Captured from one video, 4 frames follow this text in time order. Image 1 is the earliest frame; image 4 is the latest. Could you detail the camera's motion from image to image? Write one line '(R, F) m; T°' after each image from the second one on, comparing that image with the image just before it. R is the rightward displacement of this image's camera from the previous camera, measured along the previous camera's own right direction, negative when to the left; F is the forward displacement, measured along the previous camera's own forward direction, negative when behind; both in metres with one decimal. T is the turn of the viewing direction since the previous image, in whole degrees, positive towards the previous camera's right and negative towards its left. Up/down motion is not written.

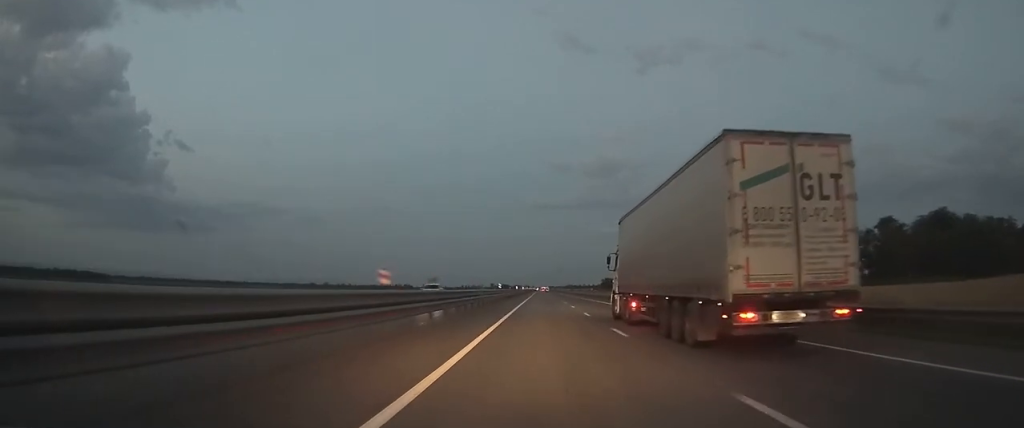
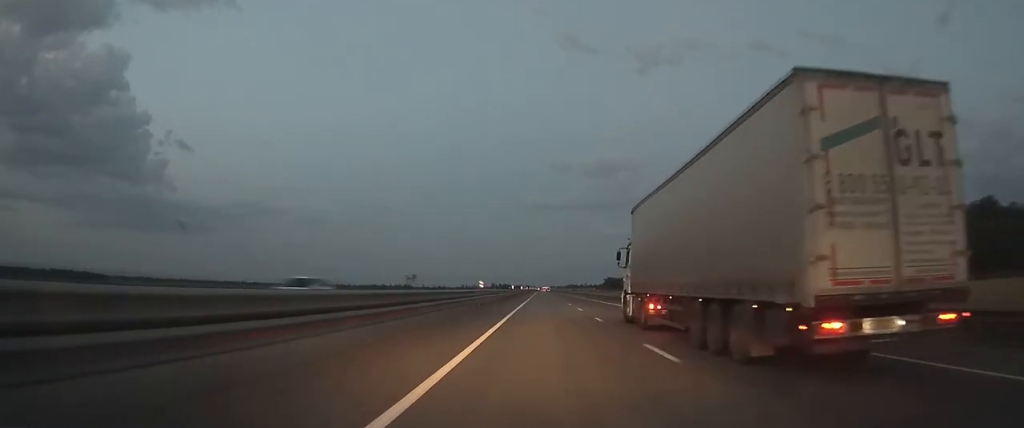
(0.0, +17.2) m; 0°
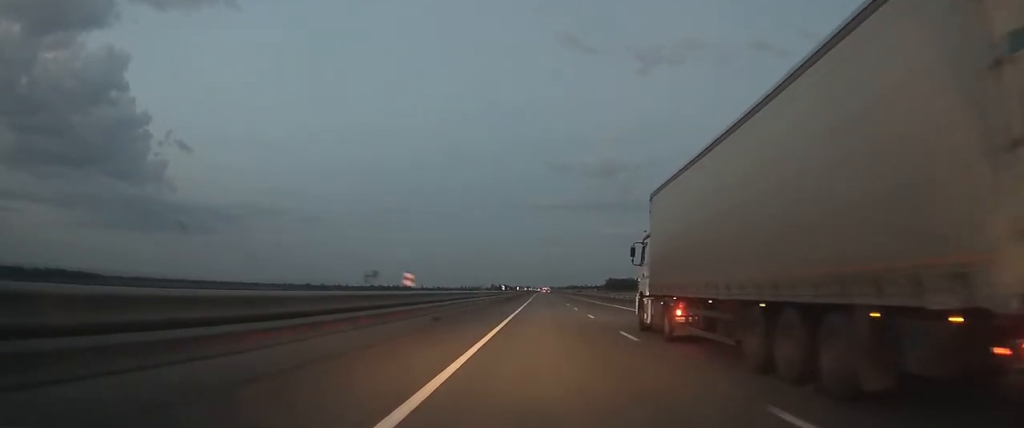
(0.0, +19.2) m; 0°
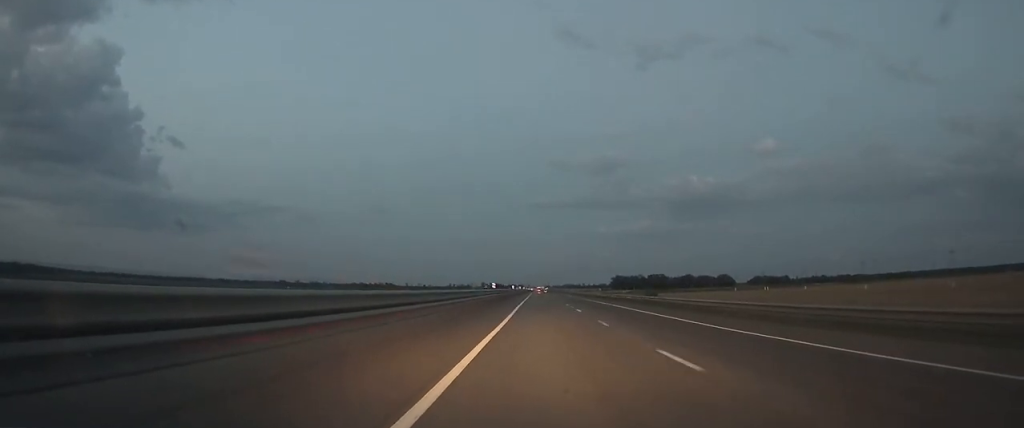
(-0.2, +124.8) m; 0°
